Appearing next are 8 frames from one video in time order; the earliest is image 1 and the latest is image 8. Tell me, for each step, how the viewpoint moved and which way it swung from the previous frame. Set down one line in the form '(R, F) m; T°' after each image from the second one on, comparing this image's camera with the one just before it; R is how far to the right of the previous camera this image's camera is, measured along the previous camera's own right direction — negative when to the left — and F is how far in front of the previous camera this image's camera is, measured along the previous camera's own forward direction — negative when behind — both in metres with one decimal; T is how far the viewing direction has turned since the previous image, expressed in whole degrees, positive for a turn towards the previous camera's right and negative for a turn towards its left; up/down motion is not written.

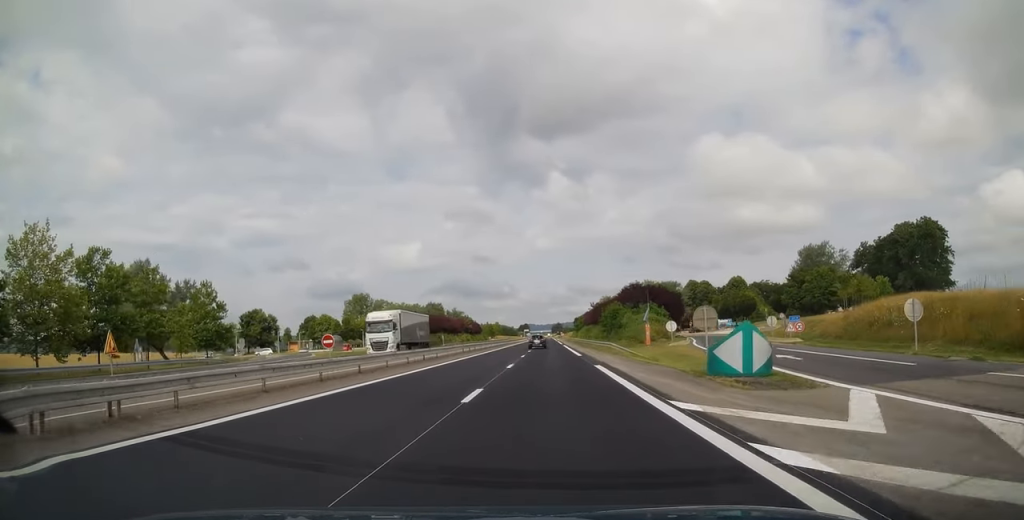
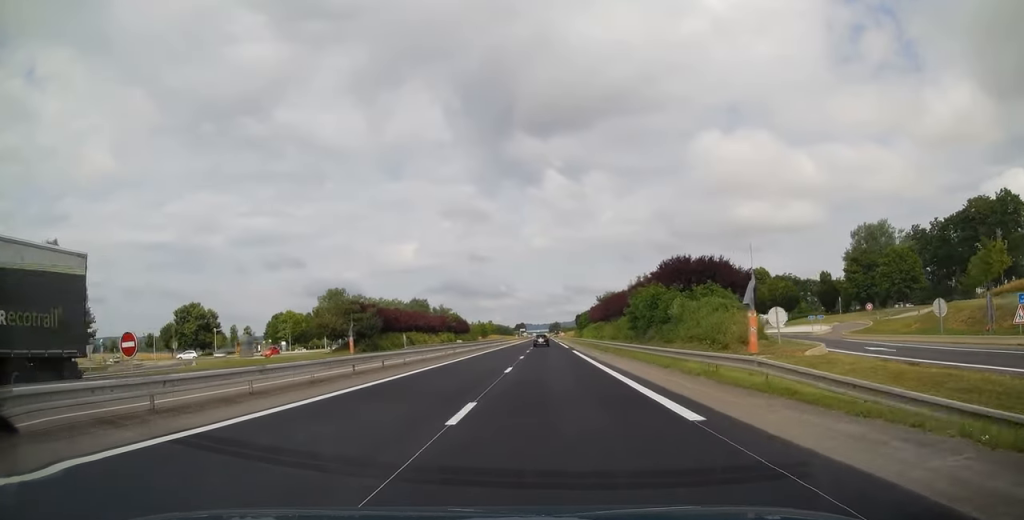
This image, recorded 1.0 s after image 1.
(-0.2, +28.9) m; 0°
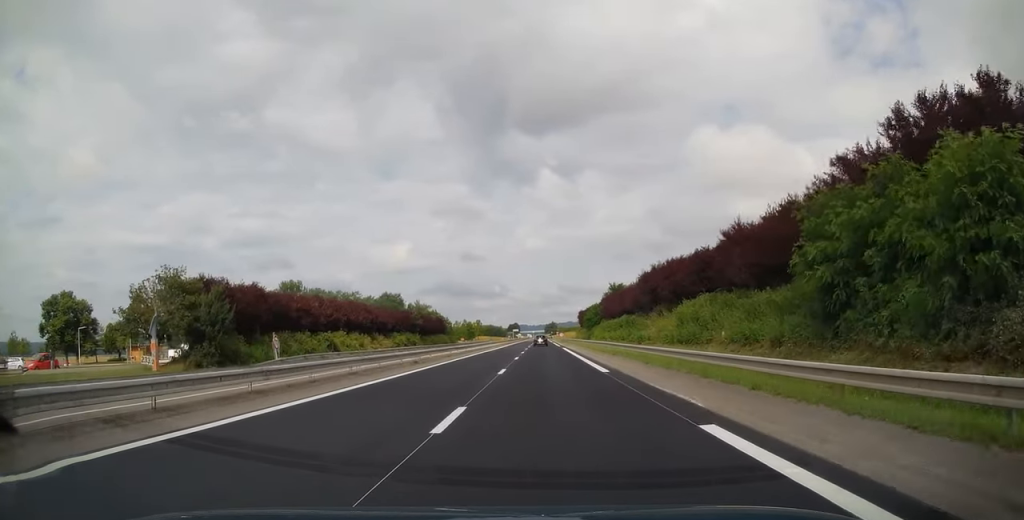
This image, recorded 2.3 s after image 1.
(+0.4, +39.7) m; +1°
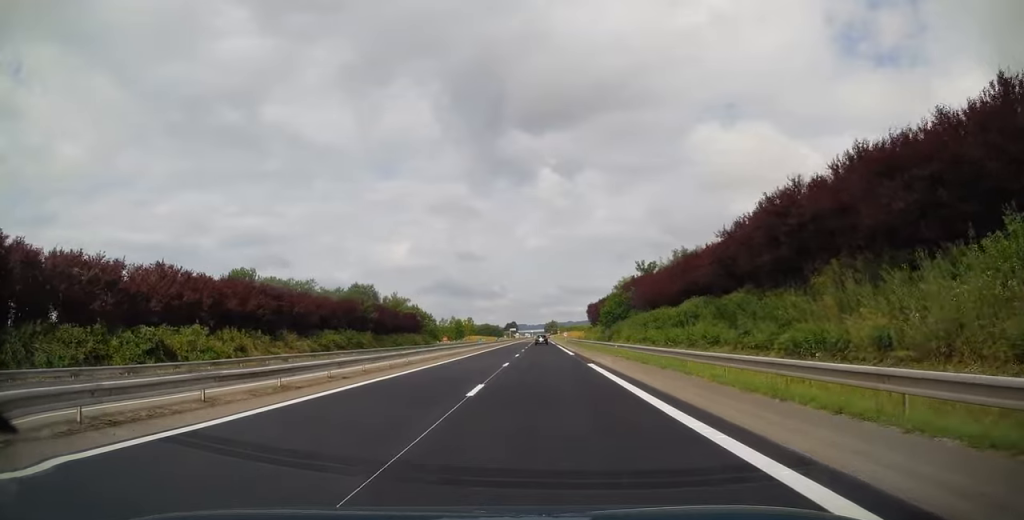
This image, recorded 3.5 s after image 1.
(0.0, +33.8) m; 0°
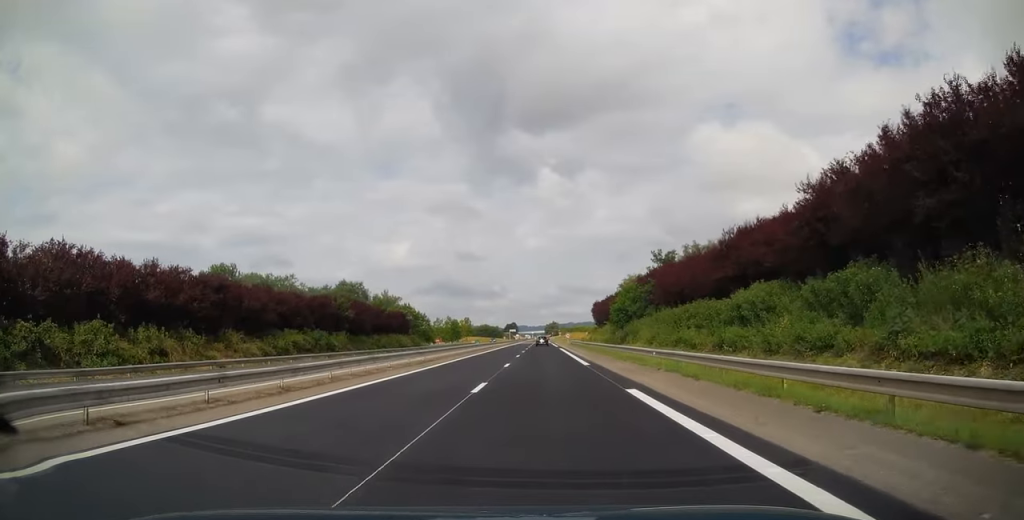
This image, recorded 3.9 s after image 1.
(0.0, +11.8) m; 0°
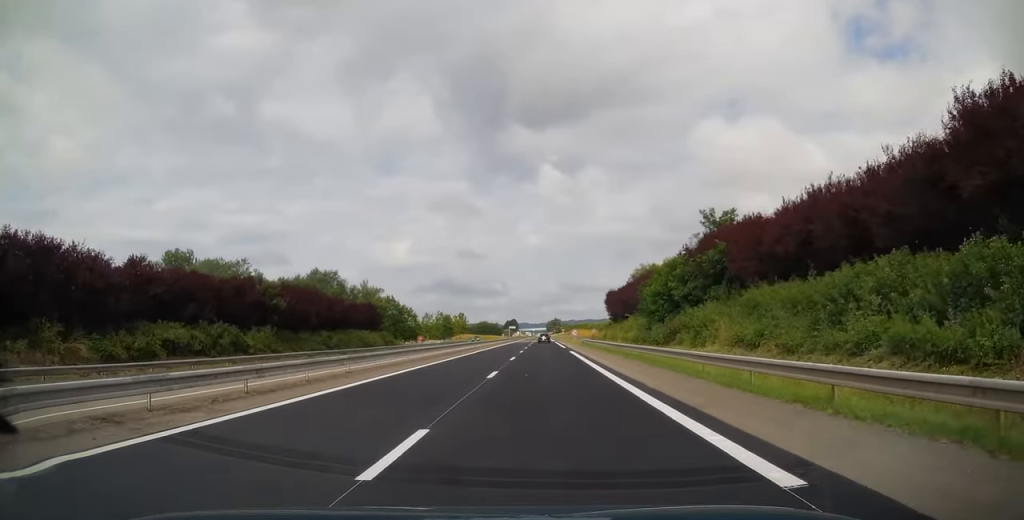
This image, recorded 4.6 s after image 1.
(0.0, +22.0) m; 0°
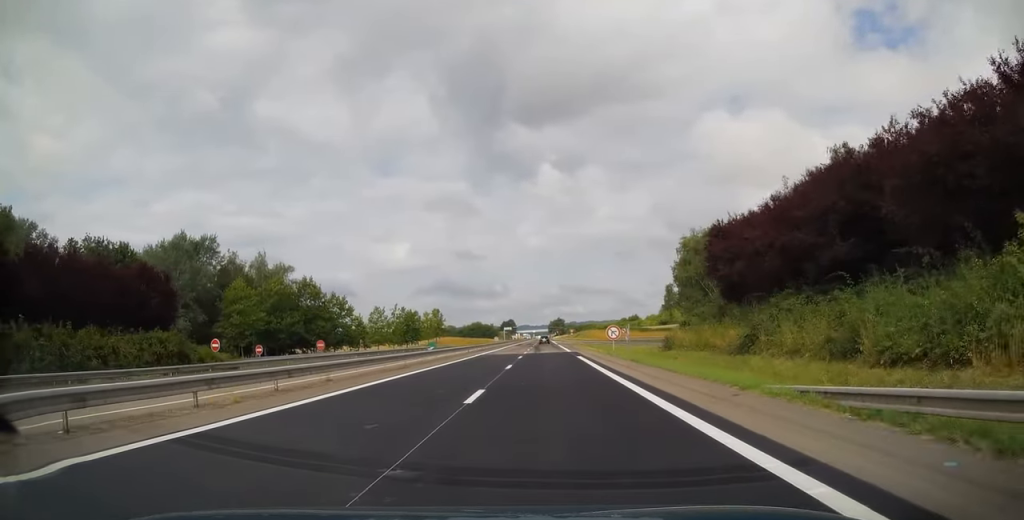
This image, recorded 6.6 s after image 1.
(0.0, +58.2) m; 0°
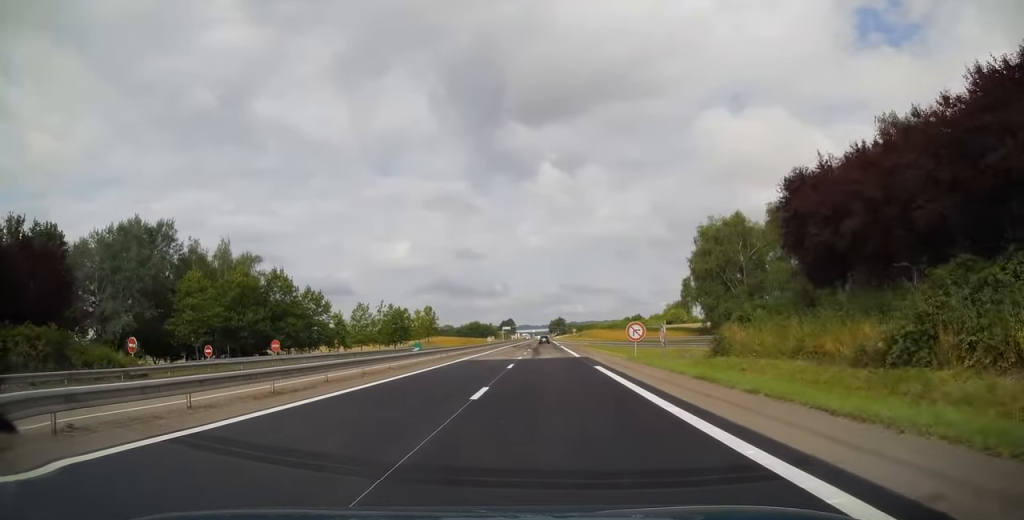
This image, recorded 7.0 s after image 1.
(0.0, +12.2) m; 0°
